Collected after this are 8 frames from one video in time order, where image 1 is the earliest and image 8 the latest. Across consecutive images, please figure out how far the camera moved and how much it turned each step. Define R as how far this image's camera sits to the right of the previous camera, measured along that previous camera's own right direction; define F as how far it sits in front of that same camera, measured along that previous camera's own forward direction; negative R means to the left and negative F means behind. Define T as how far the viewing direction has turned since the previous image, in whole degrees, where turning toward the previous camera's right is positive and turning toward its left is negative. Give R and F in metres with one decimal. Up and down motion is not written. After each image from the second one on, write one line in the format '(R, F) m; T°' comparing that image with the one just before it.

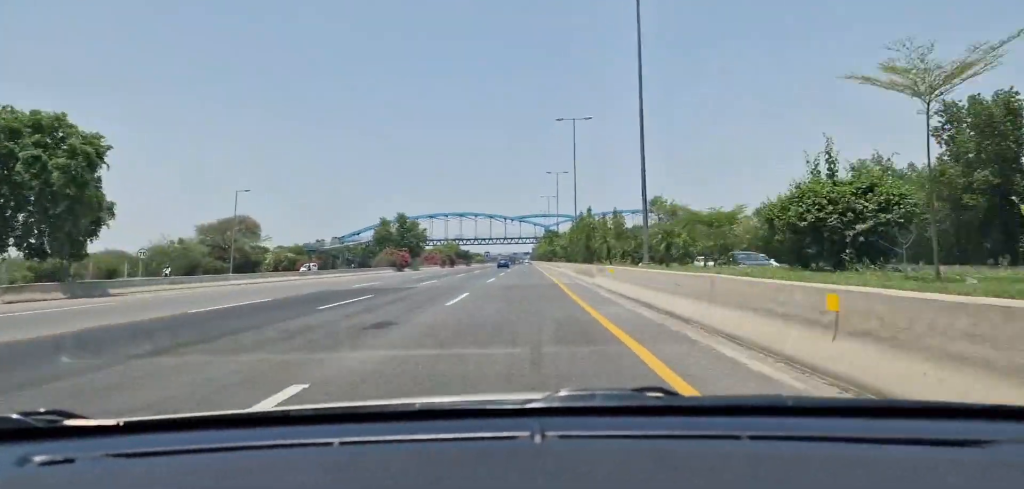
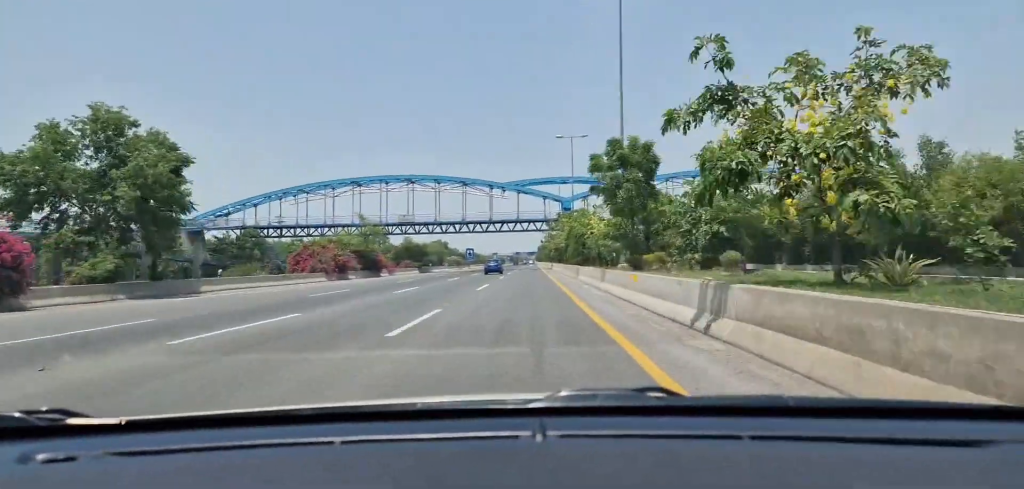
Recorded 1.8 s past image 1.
(-0.5, +79.0) m; 0°
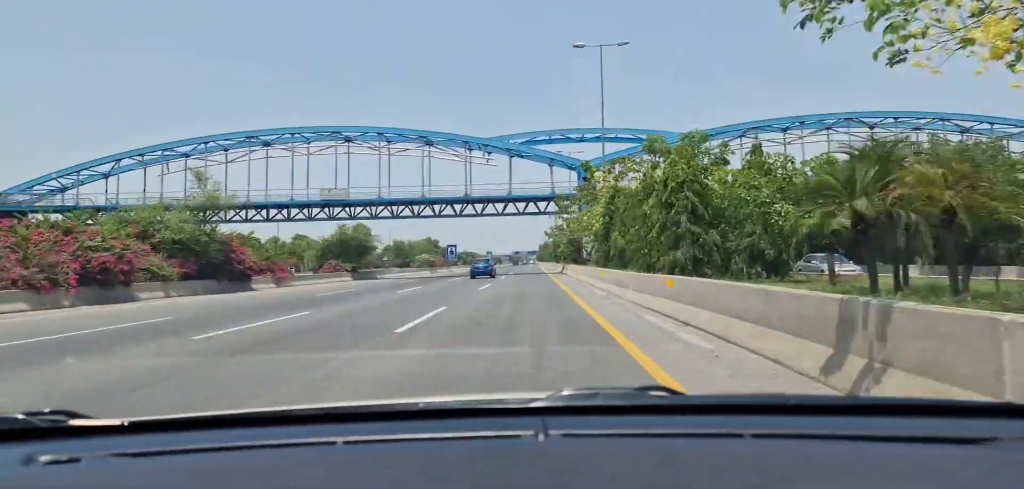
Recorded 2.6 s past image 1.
(+0.4, +35.4) m; 0°
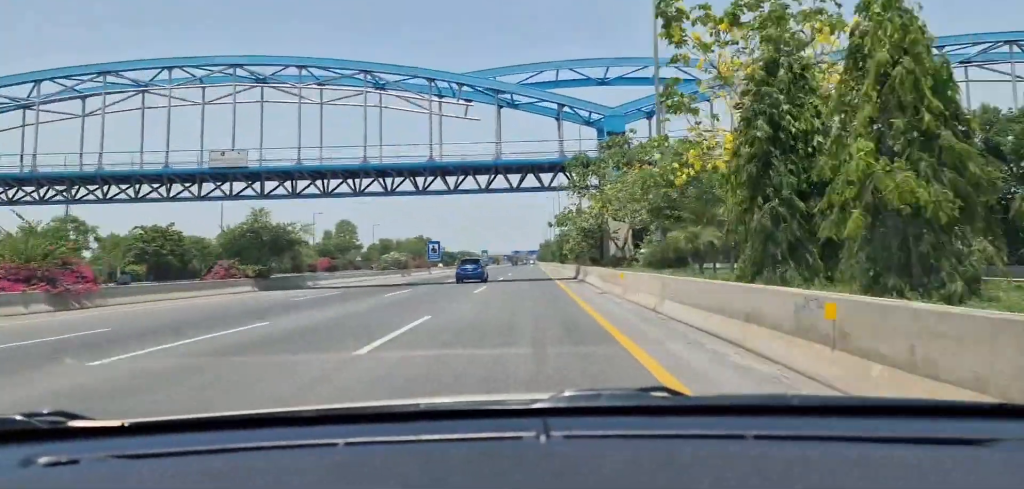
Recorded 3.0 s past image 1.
(-0.1, +20.7) m; 0°
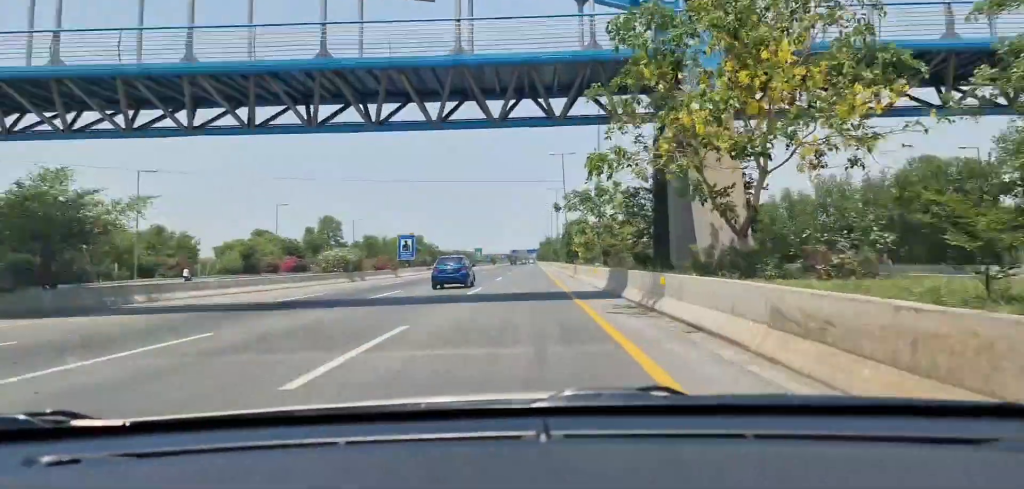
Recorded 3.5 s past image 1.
(-0.2, +20.7) m; 0°
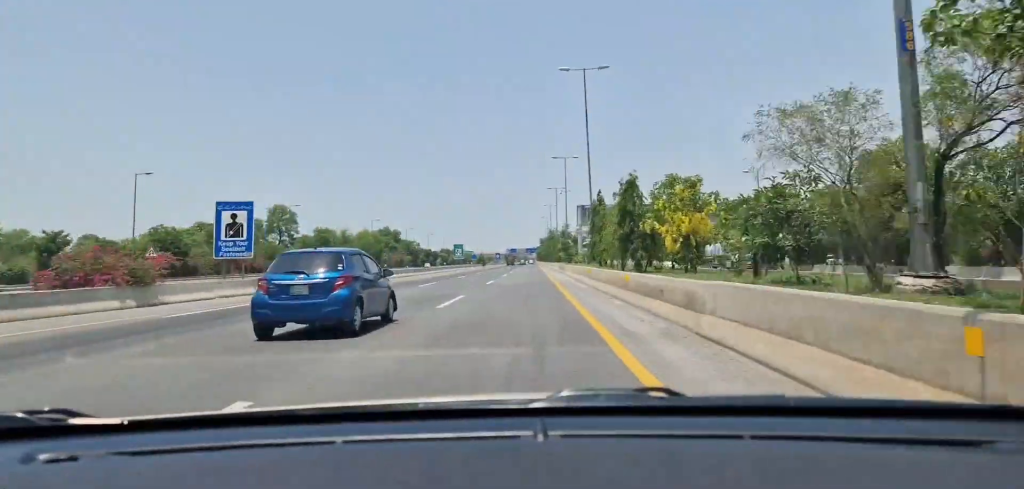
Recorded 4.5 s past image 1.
(+0.3, +43.7) m; 0°
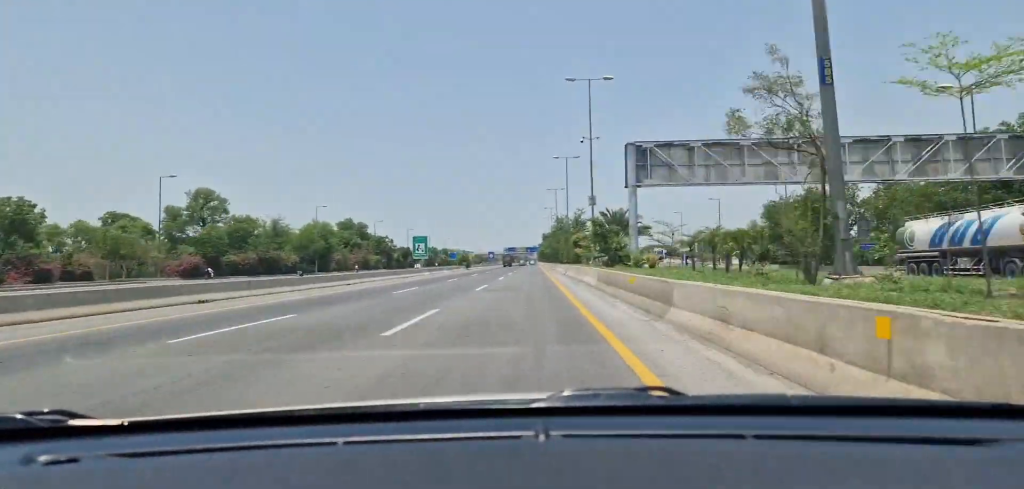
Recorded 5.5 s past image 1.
(+0.1, +42.2) m; 0°
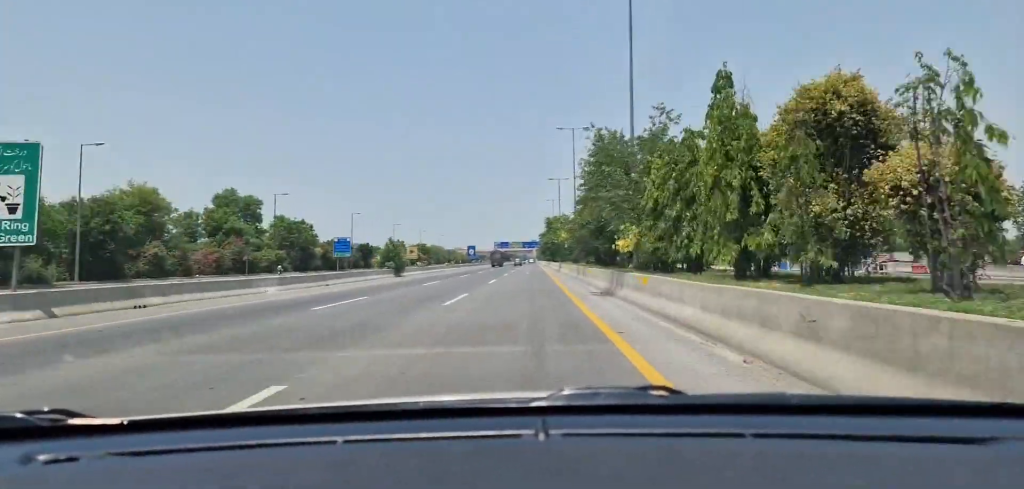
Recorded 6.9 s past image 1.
(-0.4, +65.7) m; 0°
